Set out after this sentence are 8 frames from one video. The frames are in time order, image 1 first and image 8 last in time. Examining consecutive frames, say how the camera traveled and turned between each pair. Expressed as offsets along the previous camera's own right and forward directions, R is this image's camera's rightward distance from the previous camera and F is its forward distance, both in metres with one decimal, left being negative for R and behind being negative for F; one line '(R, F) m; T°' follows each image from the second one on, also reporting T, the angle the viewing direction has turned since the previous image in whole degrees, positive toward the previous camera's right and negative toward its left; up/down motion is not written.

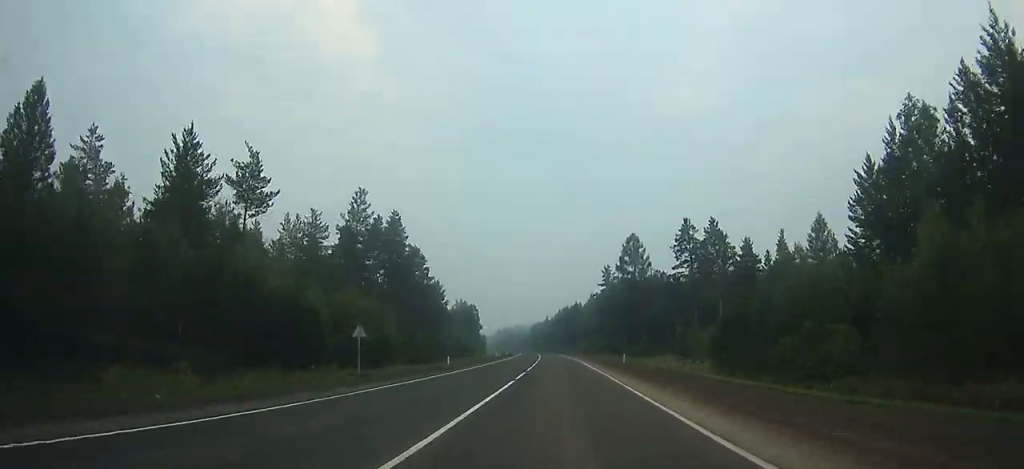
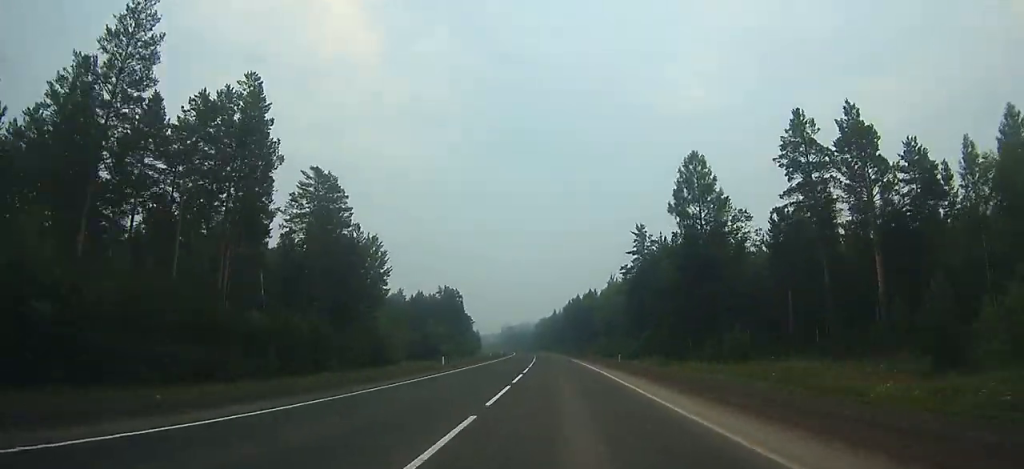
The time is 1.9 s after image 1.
(+0.1, +52.0) m; -1°
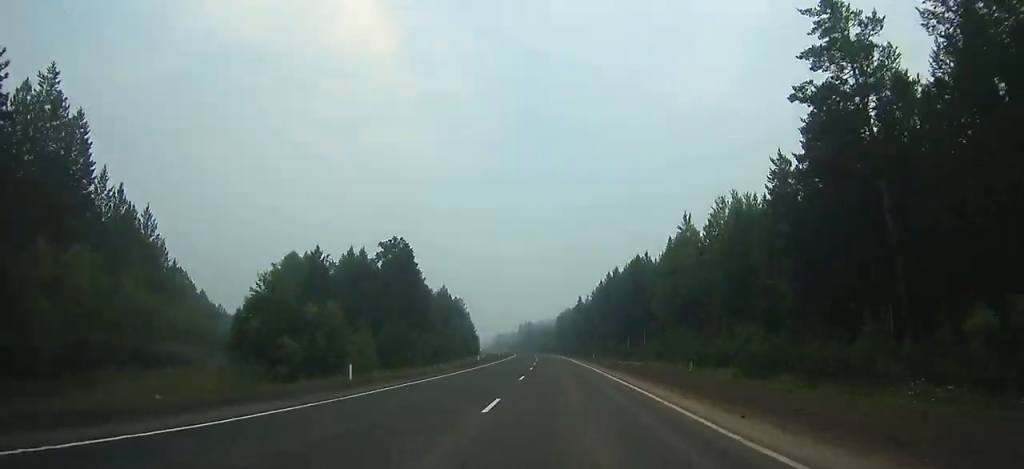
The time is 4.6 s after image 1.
(-0.8, +72.0) m; -2°
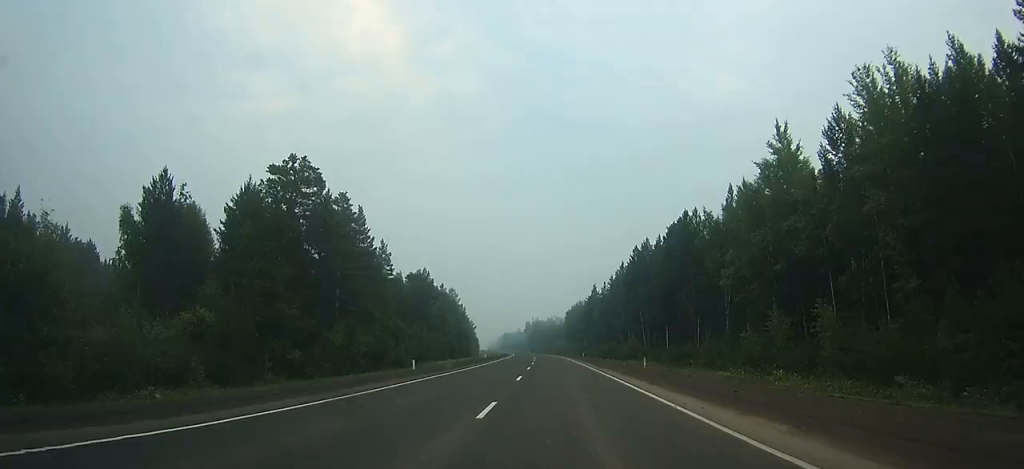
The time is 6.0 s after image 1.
(-0.5, +36.4) m; -1°
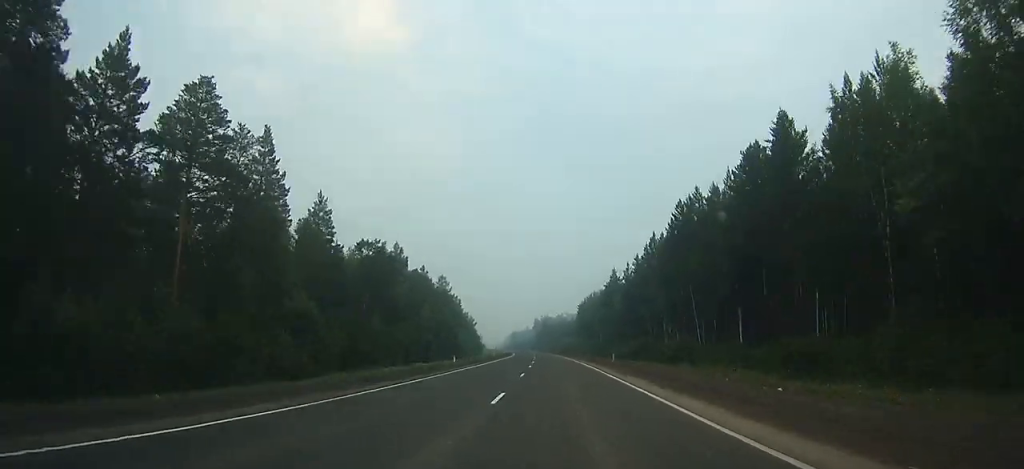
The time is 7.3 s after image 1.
(-0.1, +33.7) m; -1°
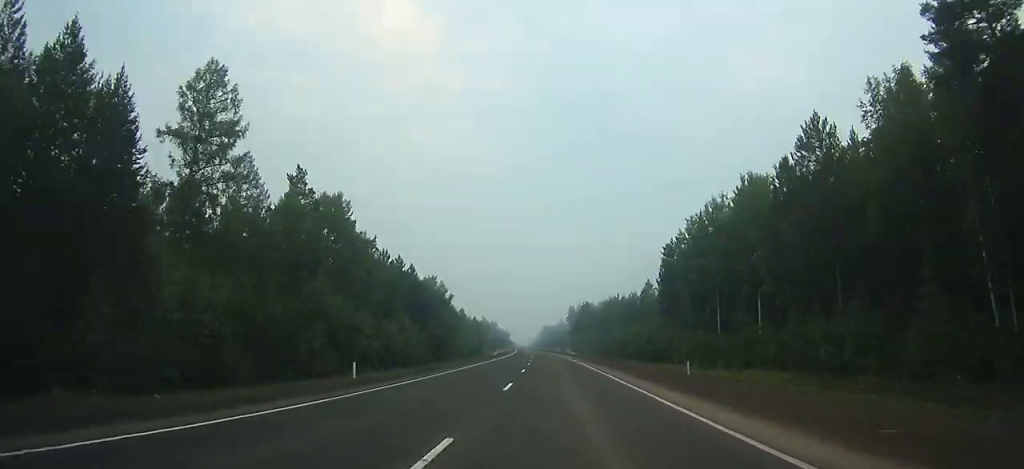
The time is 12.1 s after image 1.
(-4.0, +126.1) m; -3°
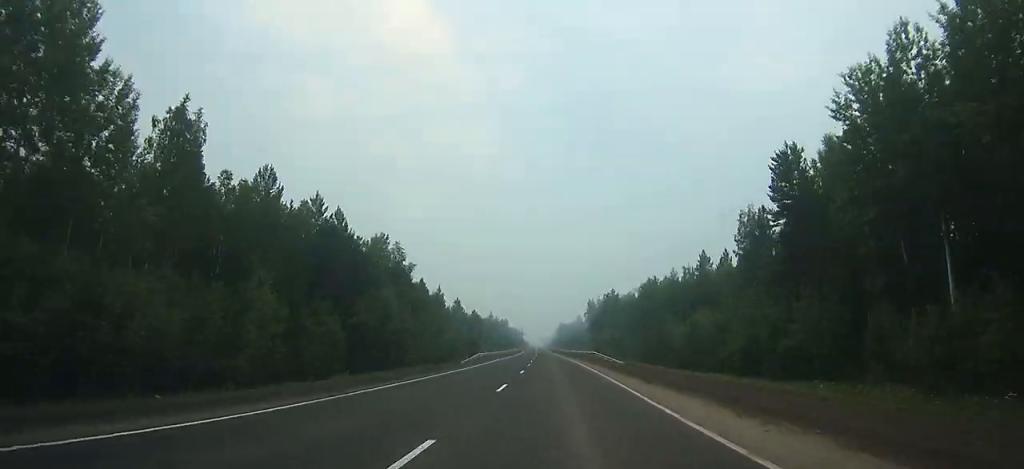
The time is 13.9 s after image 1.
(0.0, +49.5) m; -1°
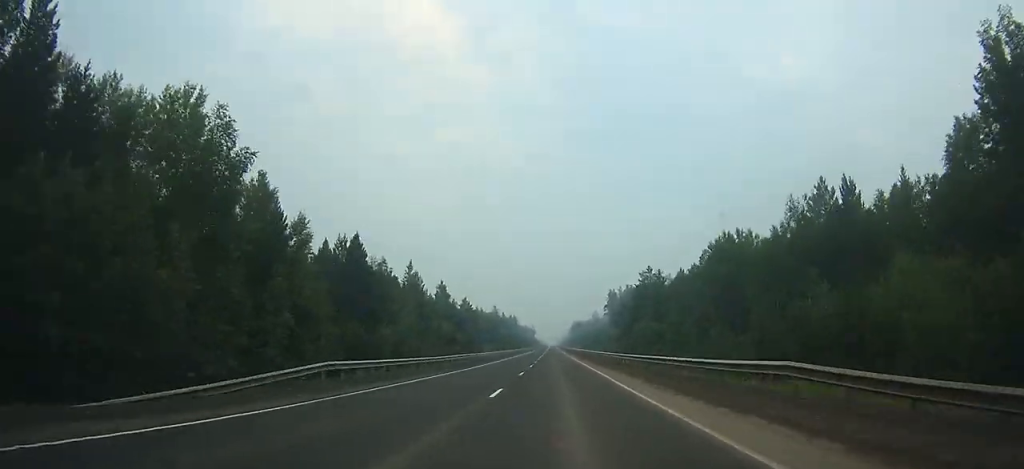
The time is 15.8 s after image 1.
(-1.1, +52.4) m; -1°
